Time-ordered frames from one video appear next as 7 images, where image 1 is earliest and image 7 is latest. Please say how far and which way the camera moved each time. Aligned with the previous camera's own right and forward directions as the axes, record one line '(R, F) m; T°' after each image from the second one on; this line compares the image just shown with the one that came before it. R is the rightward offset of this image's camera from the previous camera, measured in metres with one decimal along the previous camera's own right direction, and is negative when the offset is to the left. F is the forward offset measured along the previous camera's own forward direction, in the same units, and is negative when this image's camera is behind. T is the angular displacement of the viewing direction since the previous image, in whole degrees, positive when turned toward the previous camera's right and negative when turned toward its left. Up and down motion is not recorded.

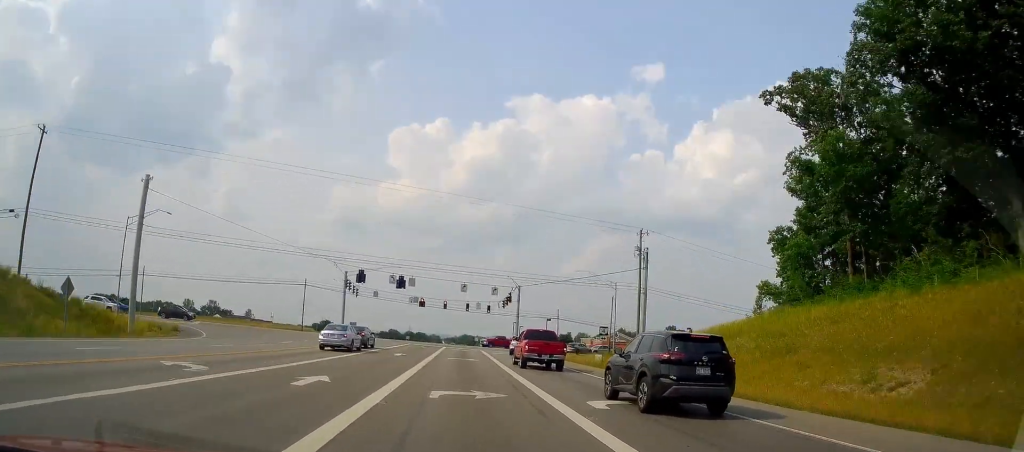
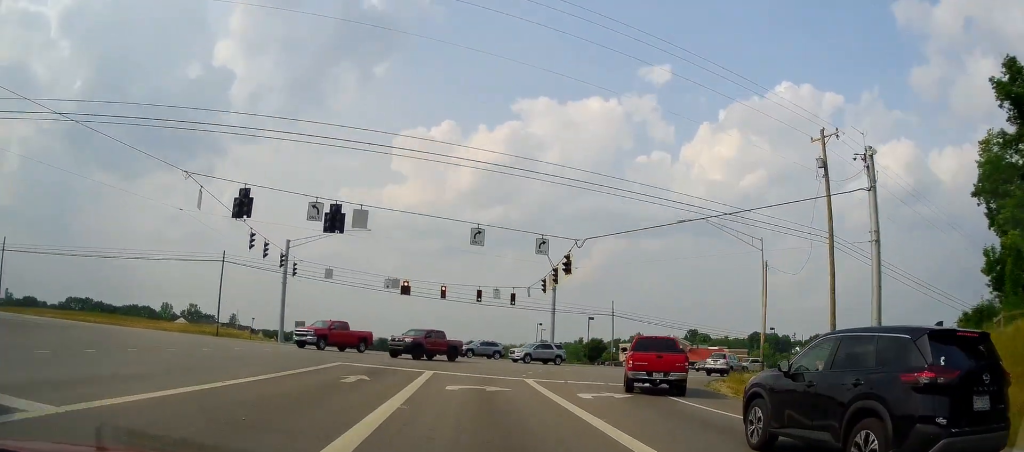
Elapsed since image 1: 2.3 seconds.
(-1.1, +35.1) m; -2°
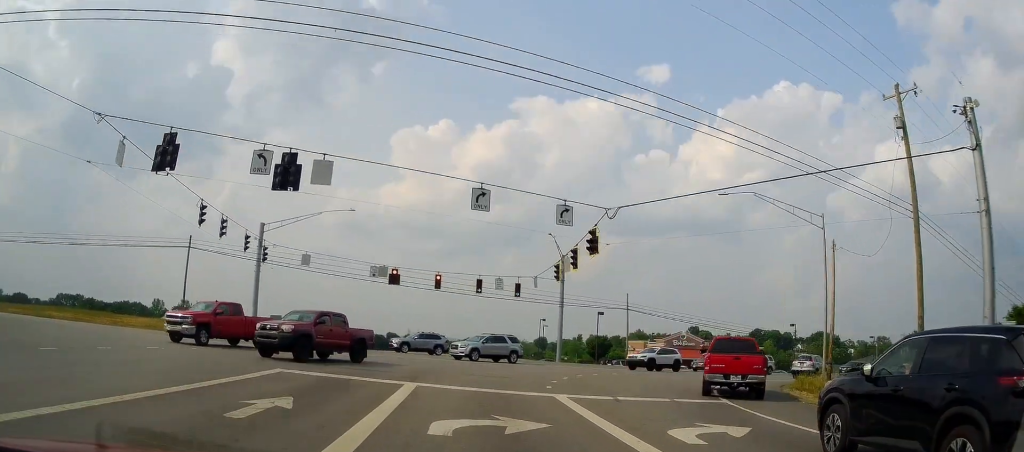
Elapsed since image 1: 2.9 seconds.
(-0.1, +7.8) m; +2°
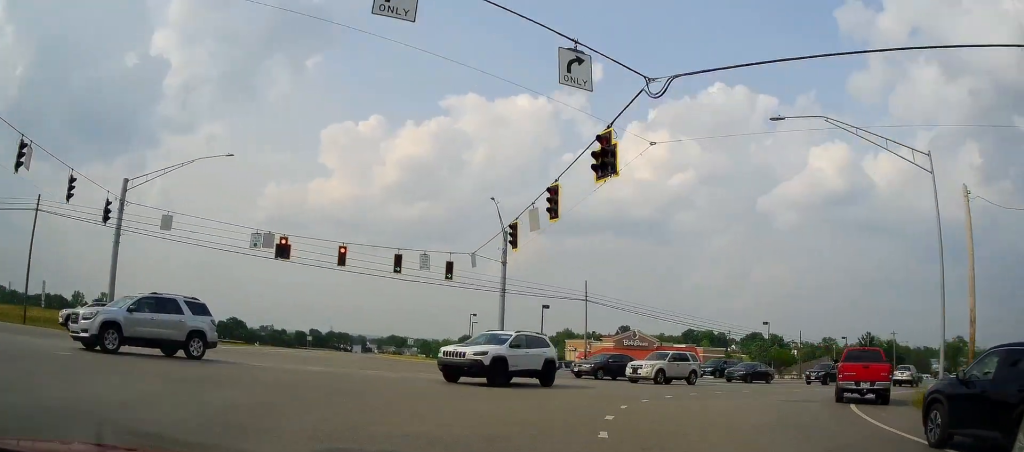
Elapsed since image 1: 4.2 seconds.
(+0.8, +15.2) m; +10°
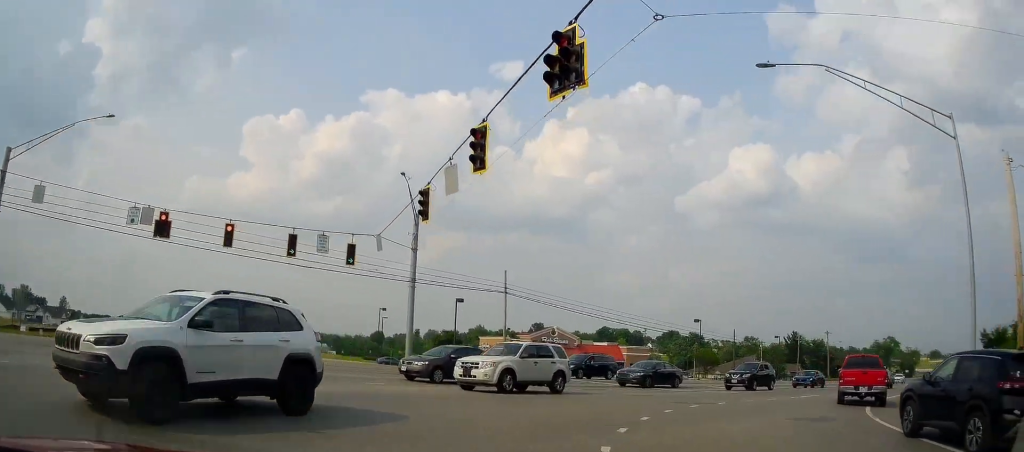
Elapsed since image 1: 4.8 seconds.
(+0.4, +6.5) m; +5°
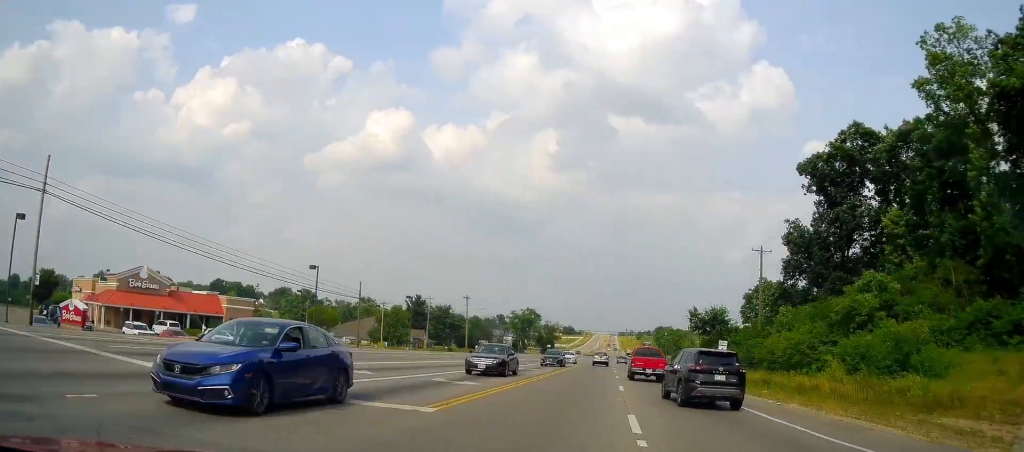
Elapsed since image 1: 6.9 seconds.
(+3.4, +20.2) m; +26°
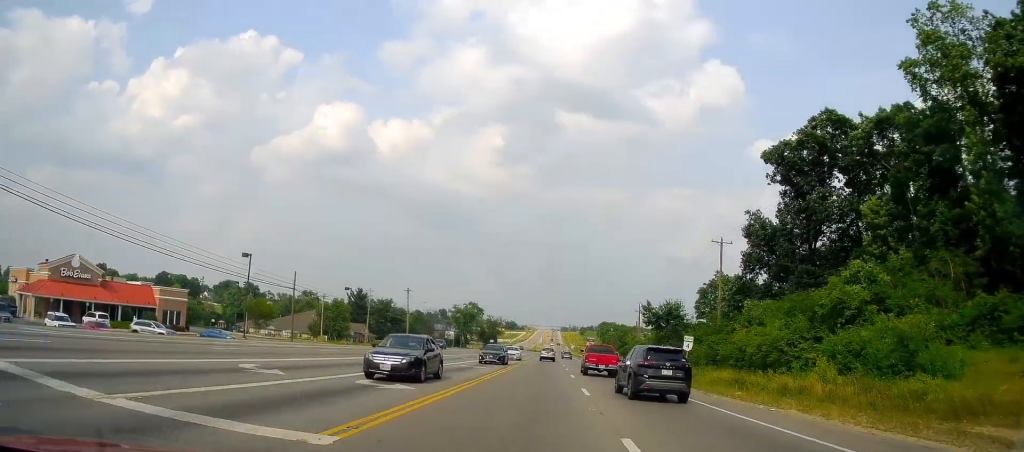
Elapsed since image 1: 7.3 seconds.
(0.0, +3.8) m; +9°
